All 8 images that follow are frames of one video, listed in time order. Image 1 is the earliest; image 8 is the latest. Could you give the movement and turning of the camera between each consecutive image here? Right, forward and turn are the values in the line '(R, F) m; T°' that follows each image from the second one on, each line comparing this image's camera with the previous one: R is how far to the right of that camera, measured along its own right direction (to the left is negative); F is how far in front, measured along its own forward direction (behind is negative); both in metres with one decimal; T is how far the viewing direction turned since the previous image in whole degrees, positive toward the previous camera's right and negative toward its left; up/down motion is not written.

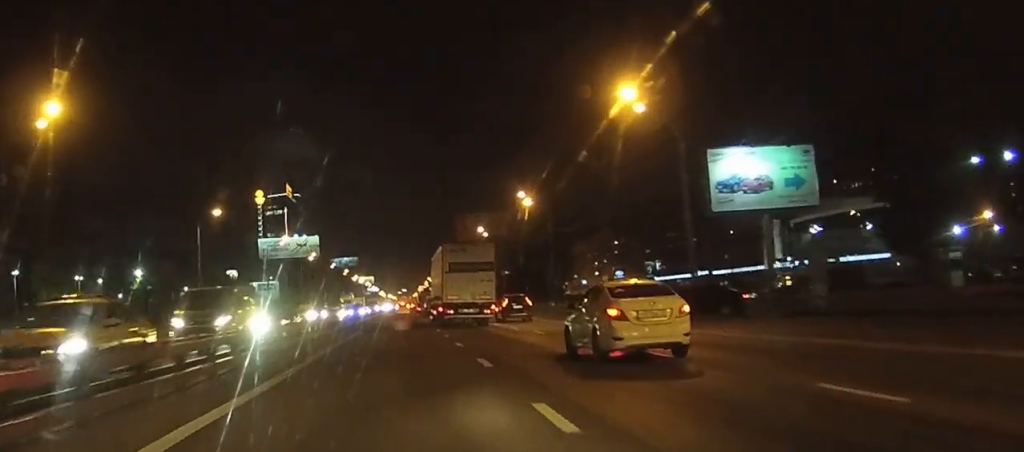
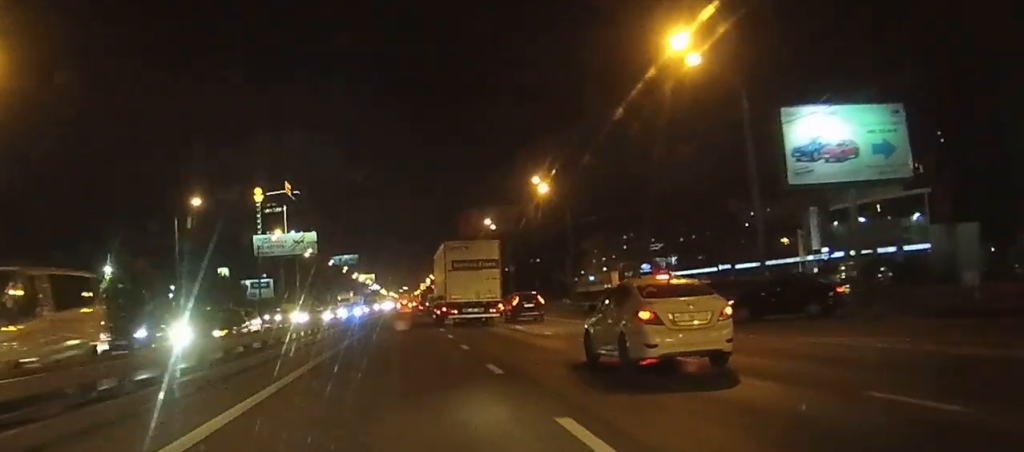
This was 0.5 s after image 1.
(-0.4, +8.2) m; +3°
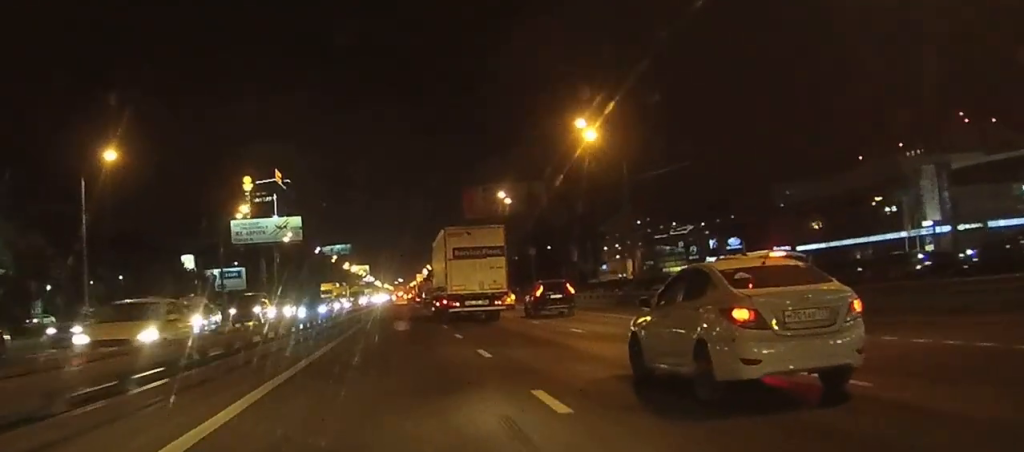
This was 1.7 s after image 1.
(+1.7, +21.2) m; +3°
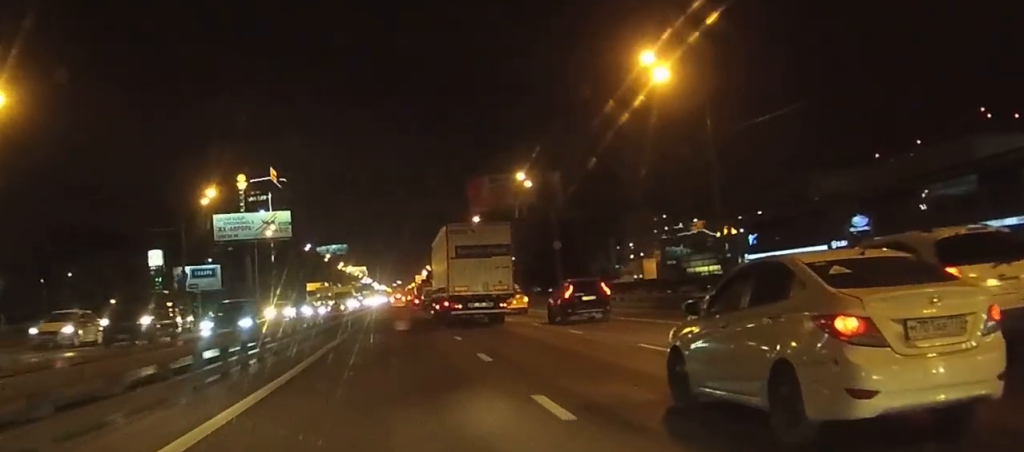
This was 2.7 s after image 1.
(-0.4, +16.7) m; 0°
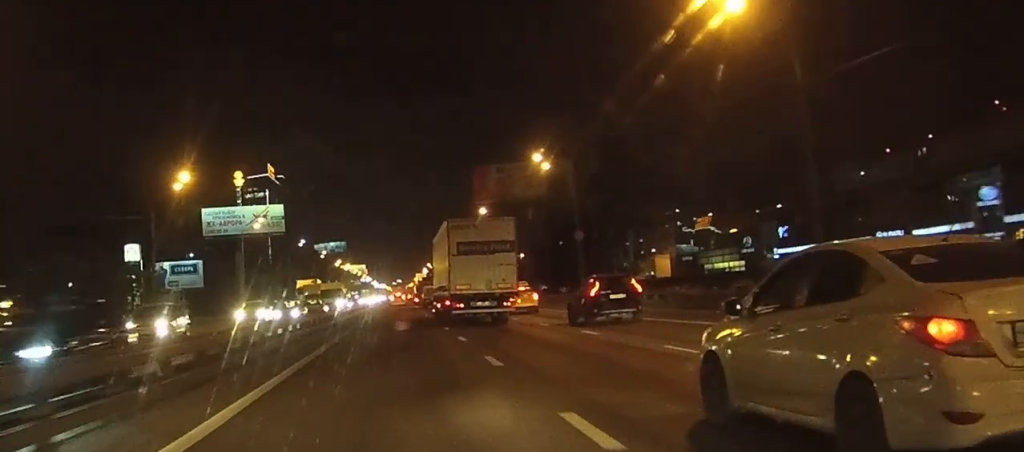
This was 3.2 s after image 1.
(+0.1, +10.4) m; +1°
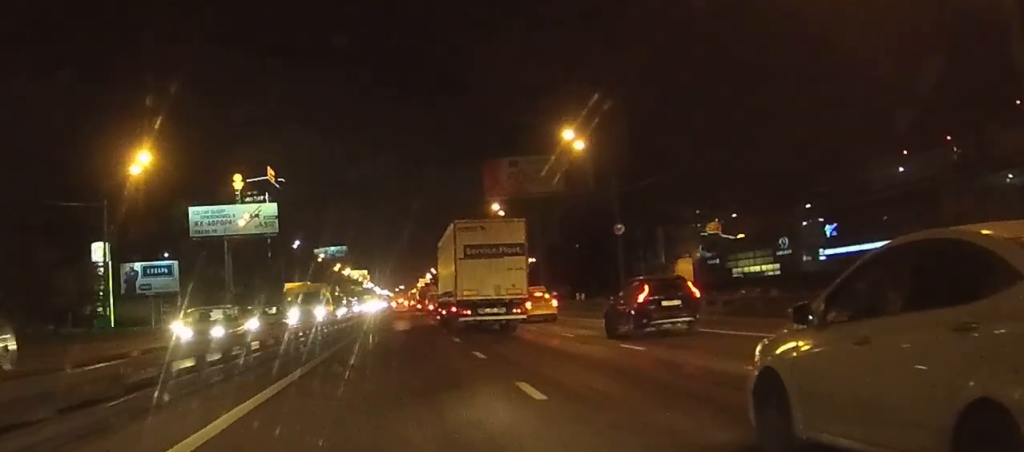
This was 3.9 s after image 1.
(+0.2, +13.1) m; +1°
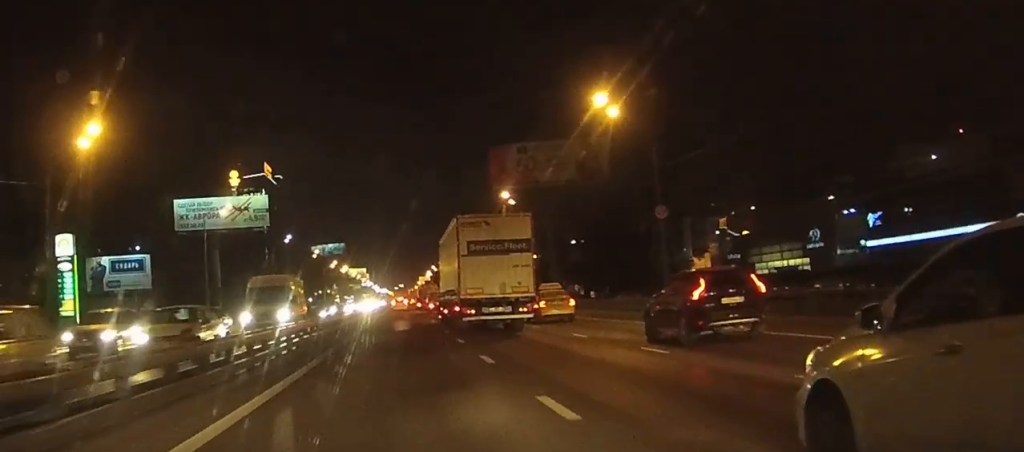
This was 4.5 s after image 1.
(+0.1, +10.7) m; 0°
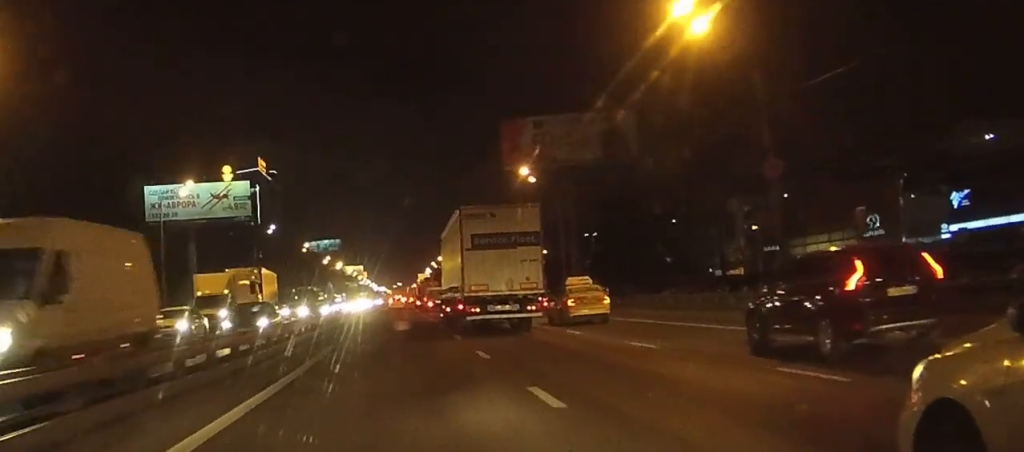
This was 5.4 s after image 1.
(0.0, +17.5) m; -1°
